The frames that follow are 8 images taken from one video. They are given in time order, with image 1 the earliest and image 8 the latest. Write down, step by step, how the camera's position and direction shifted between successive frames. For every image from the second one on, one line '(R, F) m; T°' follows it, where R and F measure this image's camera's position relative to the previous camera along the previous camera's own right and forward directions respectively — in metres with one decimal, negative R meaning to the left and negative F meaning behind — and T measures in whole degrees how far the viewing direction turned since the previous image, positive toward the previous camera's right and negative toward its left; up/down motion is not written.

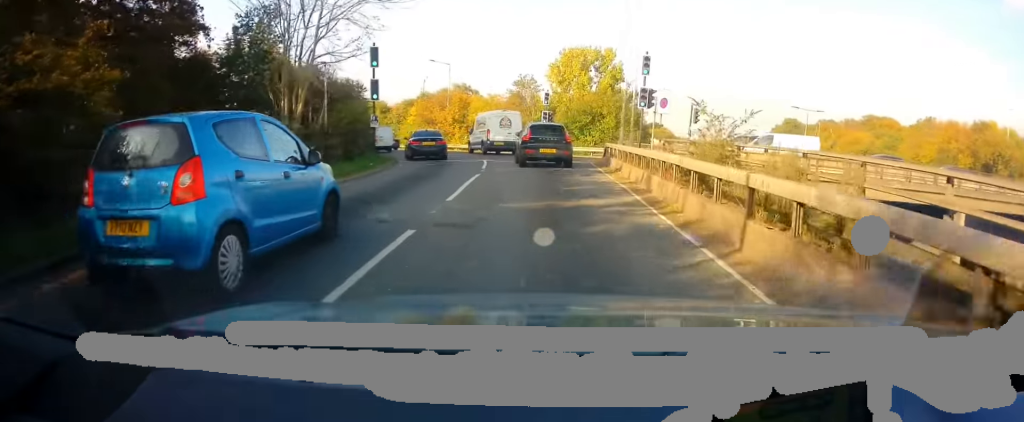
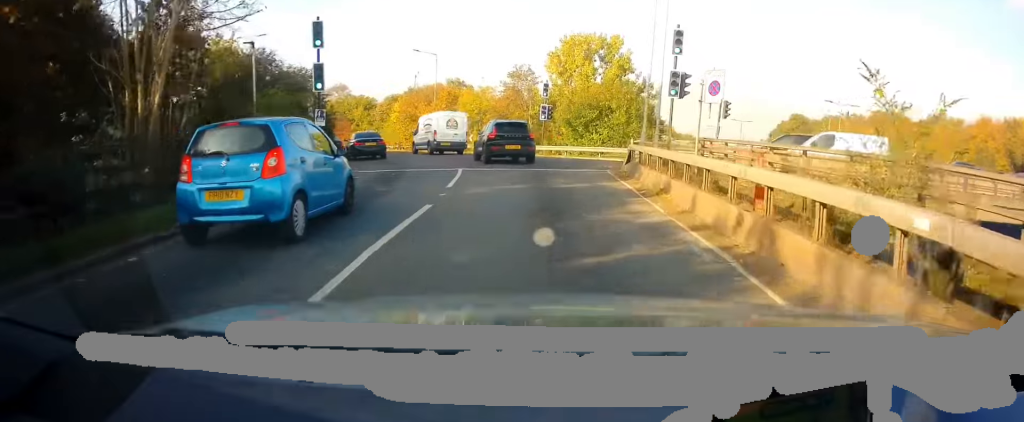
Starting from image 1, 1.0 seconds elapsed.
(0.0, +7.0) m; 0°
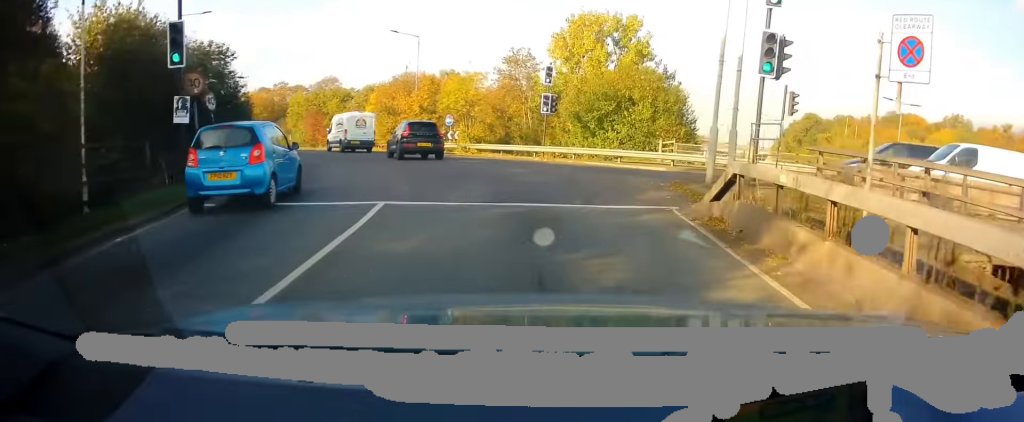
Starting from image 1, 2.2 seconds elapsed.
(0.0, +9.4) m; 0°
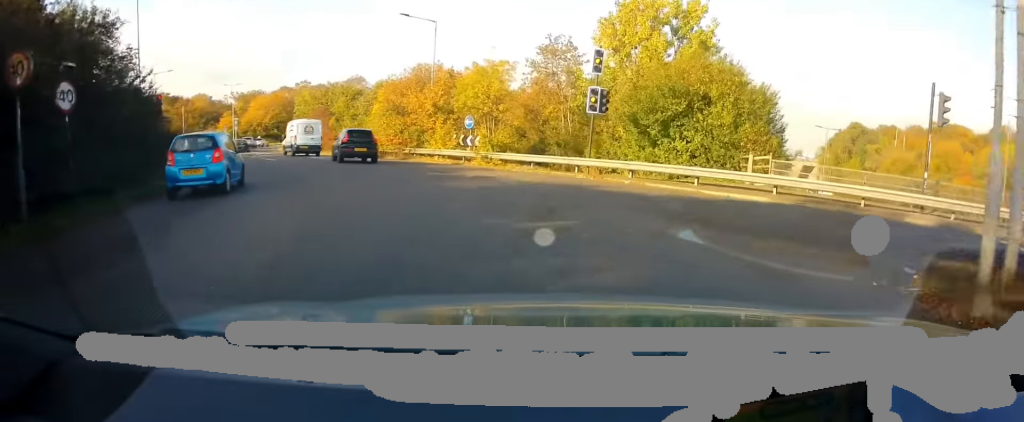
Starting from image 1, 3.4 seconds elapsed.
(0.0, +8.7) m; 0°
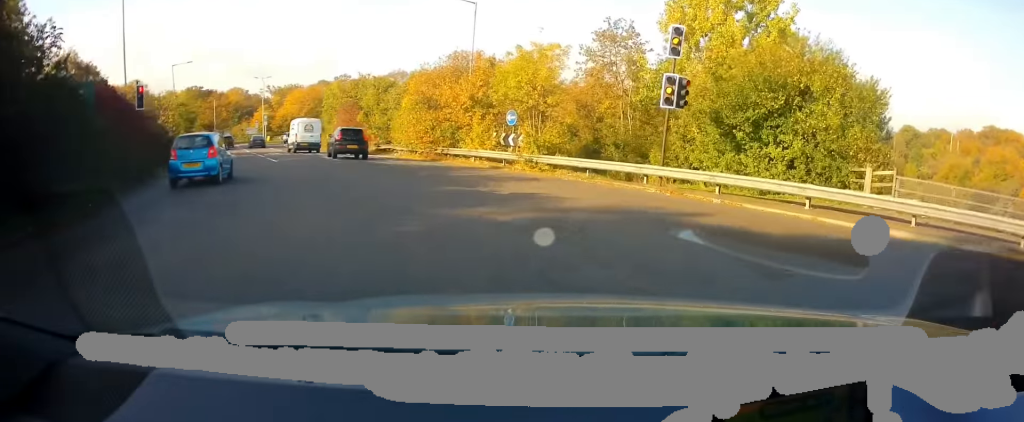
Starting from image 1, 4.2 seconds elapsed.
(0.0, +5.4) m; -6°
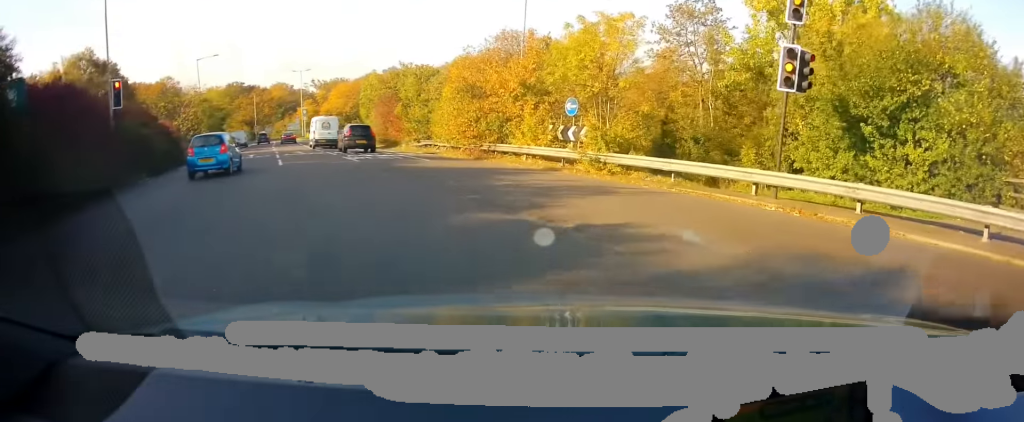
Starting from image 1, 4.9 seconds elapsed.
(-0.3, +5.1) m; -6°
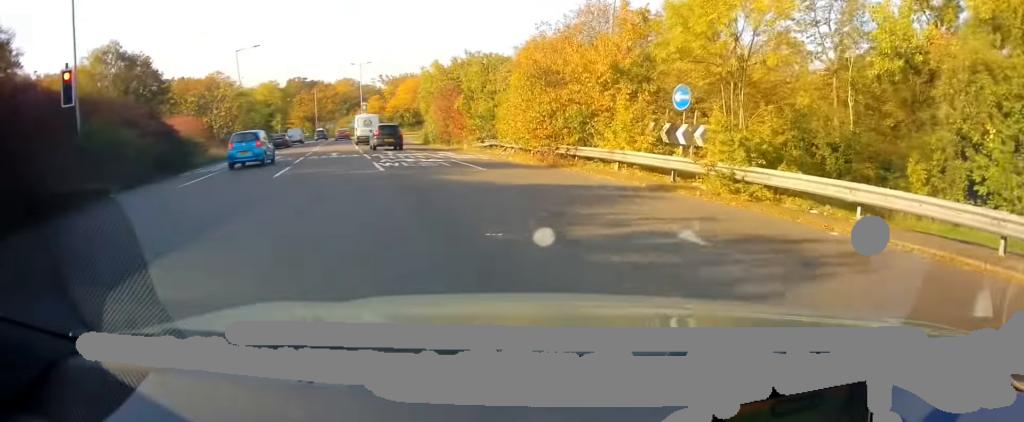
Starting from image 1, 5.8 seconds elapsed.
(-0.6, +6.5) m; -7°
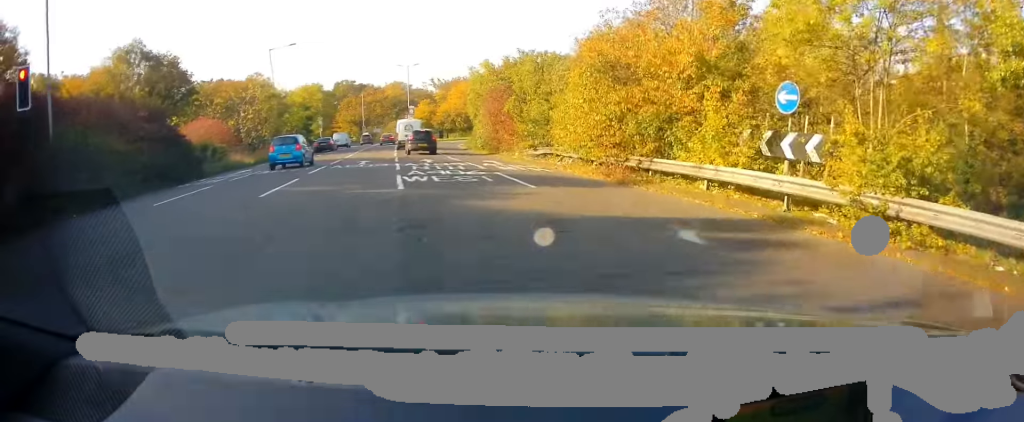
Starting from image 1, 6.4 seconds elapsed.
(+0.1, +3.9) m; -3°
